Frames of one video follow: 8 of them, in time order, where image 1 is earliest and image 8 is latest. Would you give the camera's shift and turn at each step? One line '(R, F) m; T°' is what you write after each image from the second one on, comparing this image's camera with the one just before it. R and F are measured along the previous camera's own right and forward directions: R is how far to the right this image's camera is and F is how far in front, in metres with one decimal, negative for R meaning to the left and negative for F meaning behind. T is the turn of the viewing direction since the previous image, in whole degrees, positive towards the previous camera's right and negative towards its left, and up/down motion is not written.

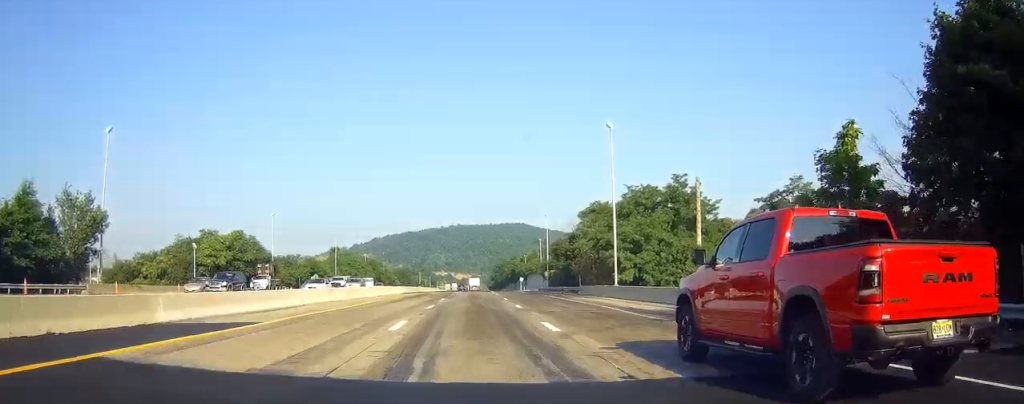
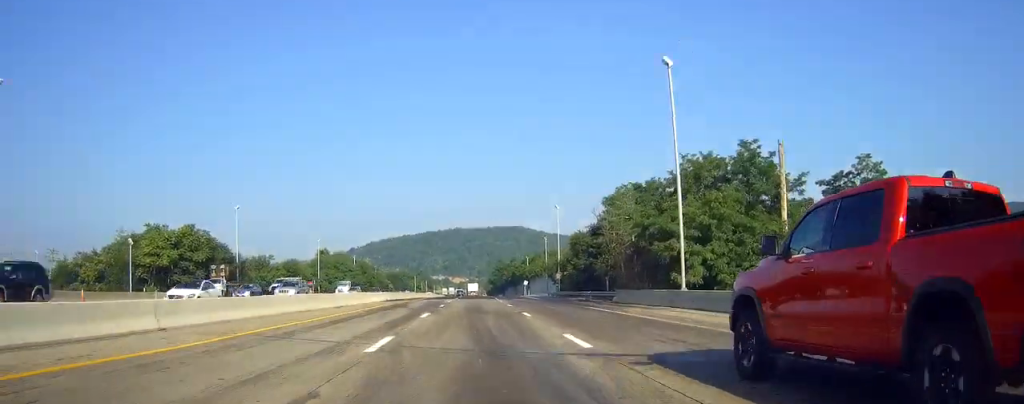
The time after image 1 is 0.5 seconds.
(+0.1, +16.1) m; 0°
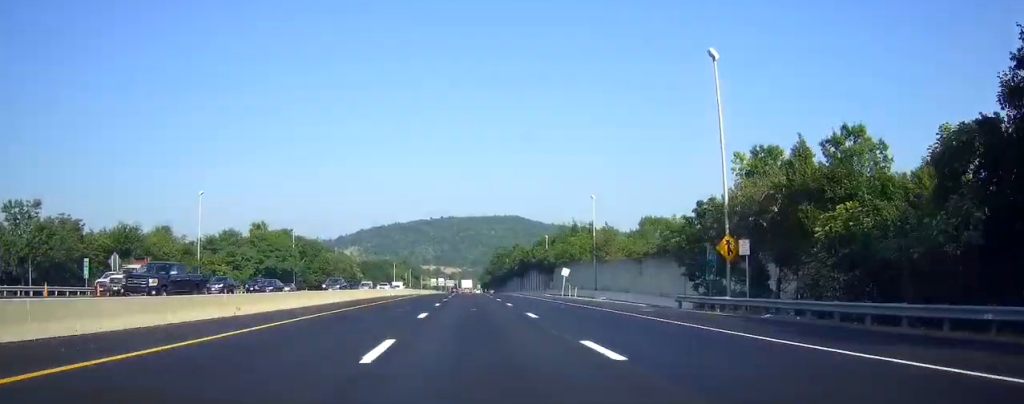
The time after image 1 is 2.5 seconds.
(+0.1, +63.6) m; 0°
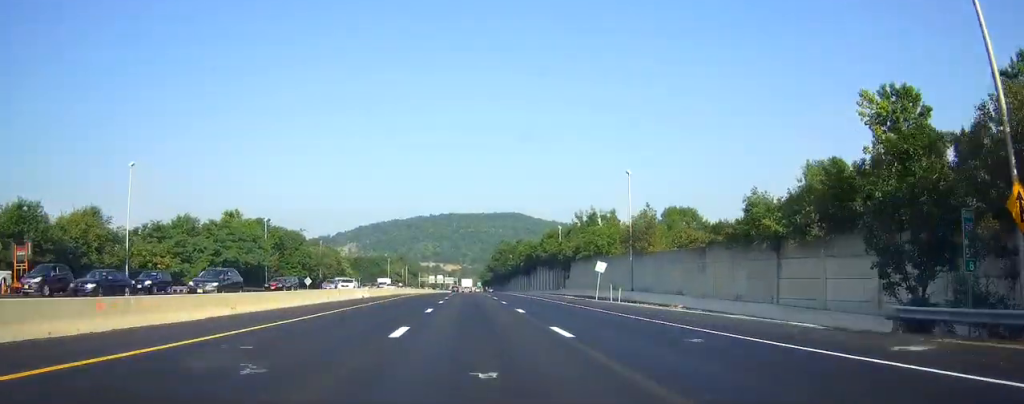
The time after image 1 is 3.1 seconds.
(+0.1, +19.4) m; 0°
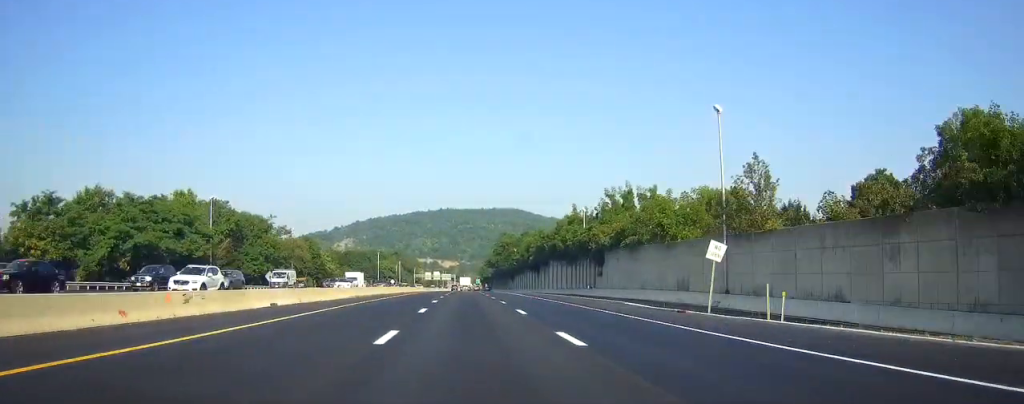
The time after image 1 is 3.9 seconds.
(+0.1, +25.9) m; 0°
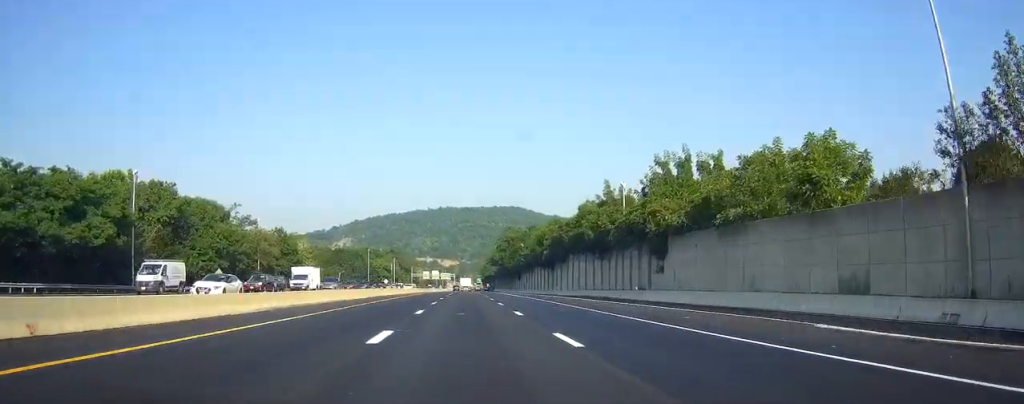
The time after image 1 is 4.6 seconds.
(0.0, +23.7) m; 0°
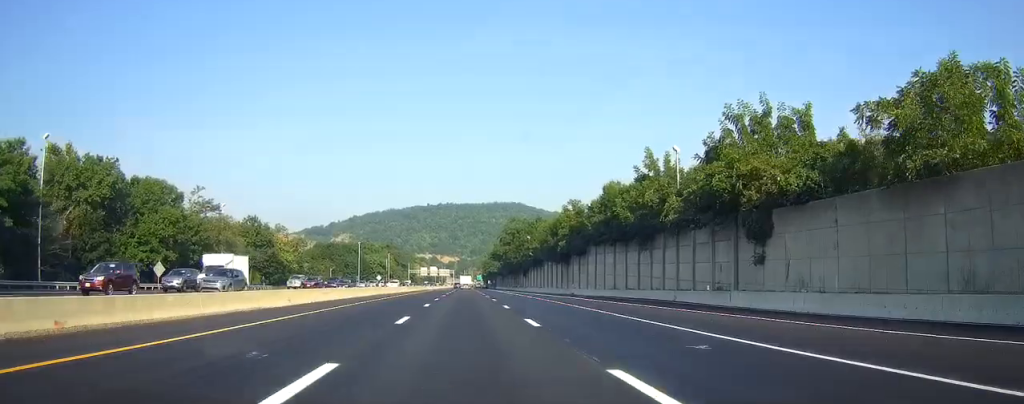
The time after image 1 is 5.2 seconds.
(0.0, +18.3) m; 0°
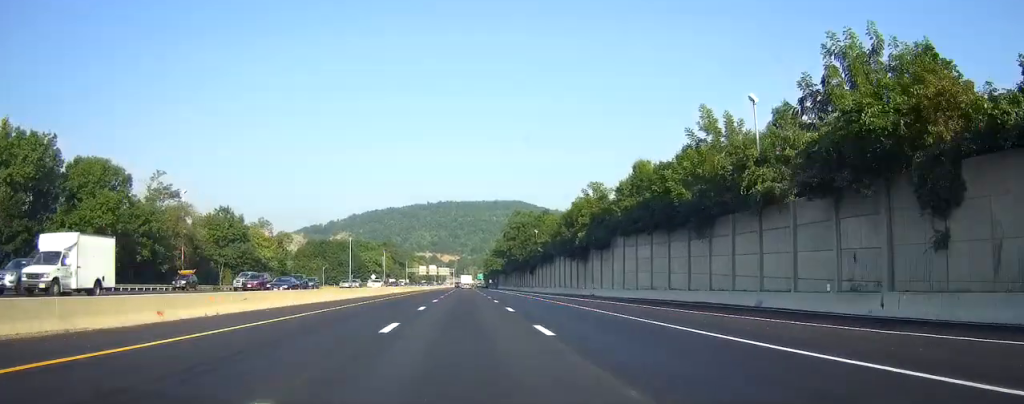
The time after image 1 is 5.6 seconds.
(0.0, +15.1) m; 0°
